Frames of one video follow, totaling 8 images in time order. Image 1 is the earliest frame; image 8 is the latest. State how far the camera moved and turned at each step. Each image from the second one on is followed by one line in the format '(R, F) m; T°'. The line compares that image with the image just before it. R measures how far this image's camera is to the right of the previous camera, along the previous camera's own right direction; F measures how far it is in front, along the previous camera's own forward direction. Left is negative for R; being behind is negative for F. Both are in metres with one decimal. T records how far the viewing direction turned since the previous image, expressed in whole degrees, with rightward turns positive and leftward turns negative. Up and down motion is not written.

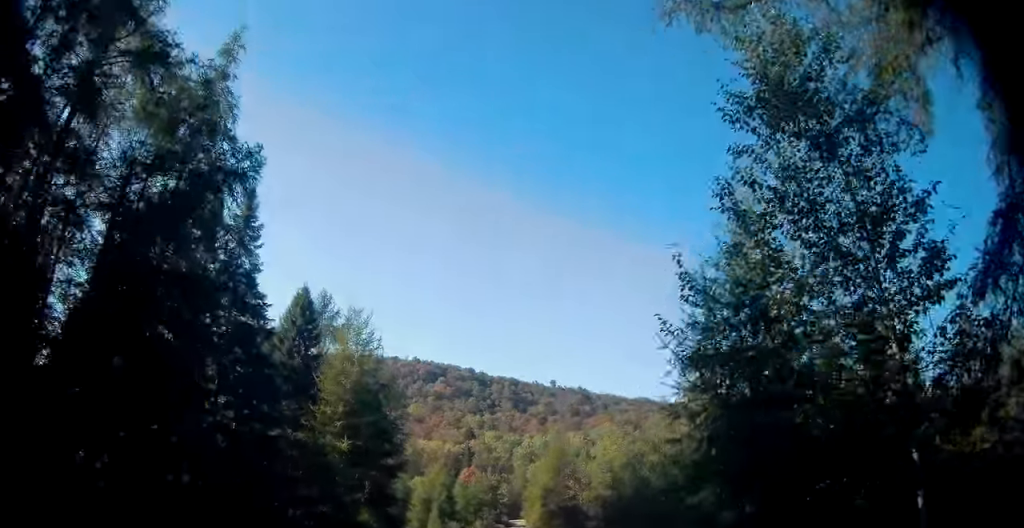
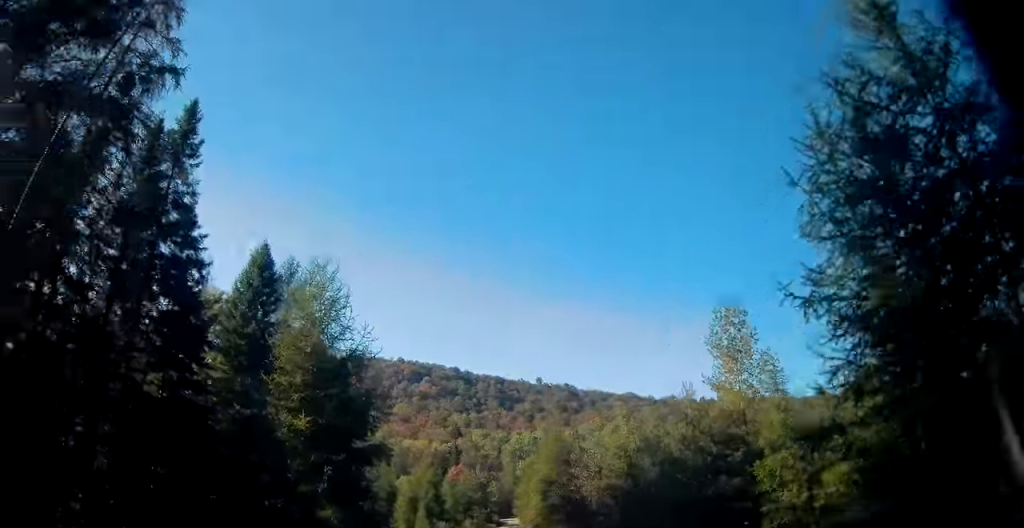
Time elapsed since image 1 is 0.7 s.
(0.0, +5.1) m; +1°
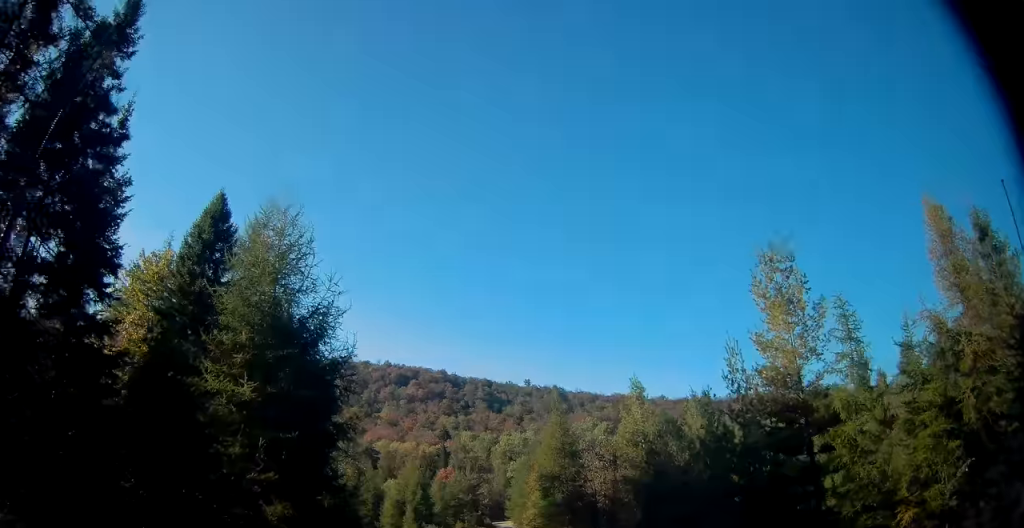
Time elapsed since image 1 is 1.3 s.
(+0.1, +4.7) m; +1°
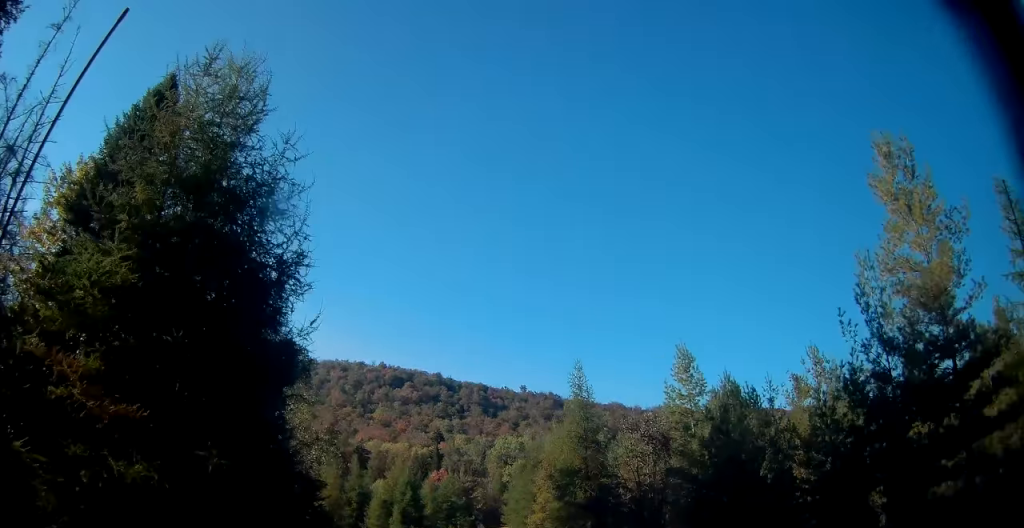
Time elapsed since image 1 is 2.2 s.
(+0.1, +6.8) m; 0°
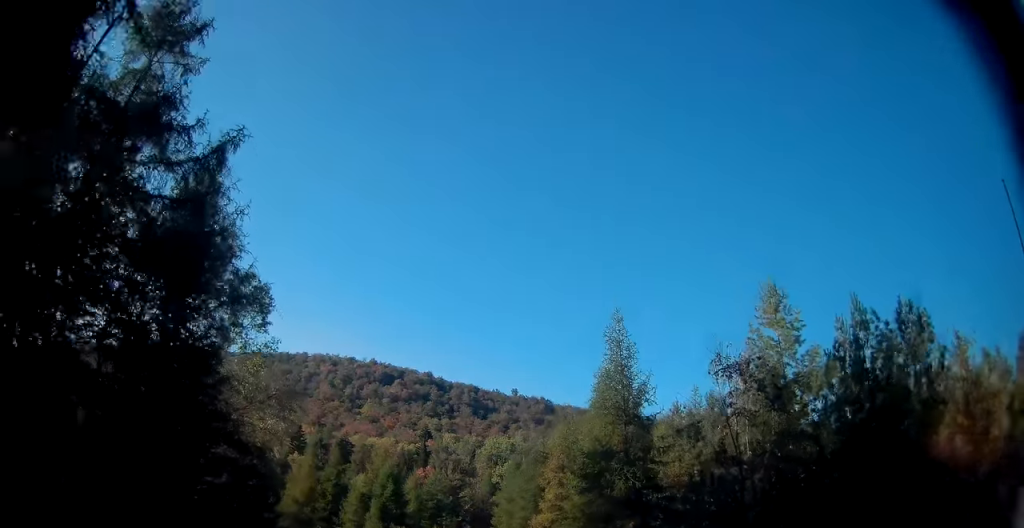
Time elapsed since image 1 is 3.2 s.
(-0.1, +7.5) m; -1°
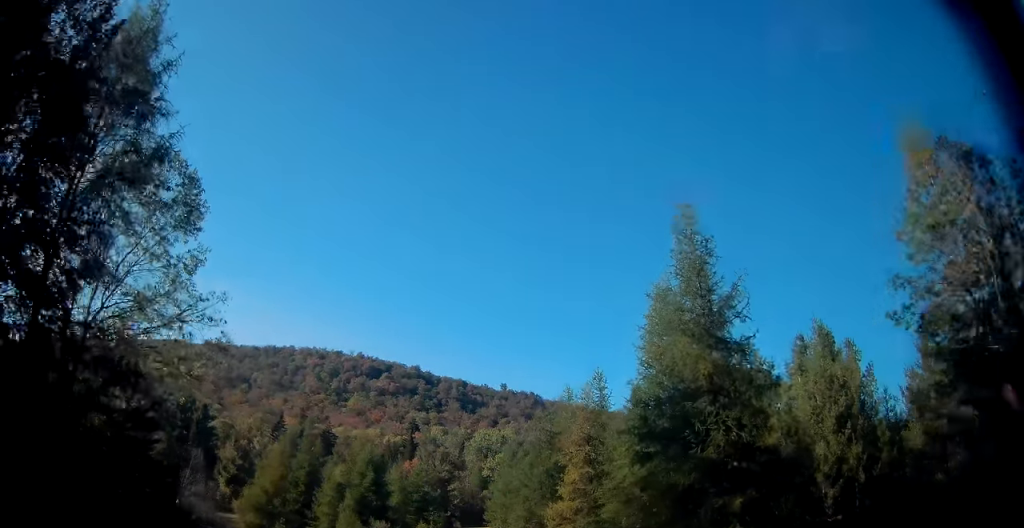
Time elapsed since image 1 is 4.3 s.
(-0.1, +7.8) m; +2°
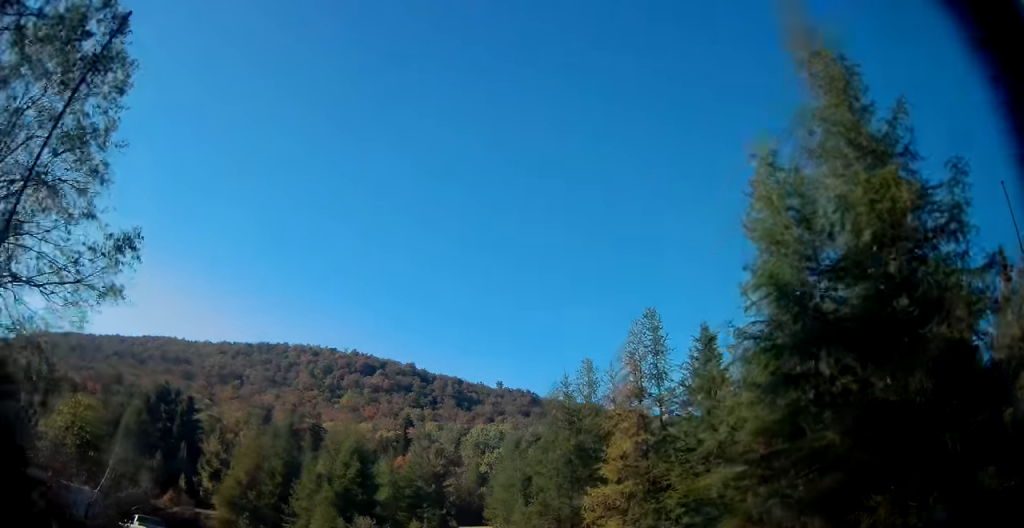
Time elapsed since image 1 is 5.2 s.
(+0.2, +6.7) m; +2°
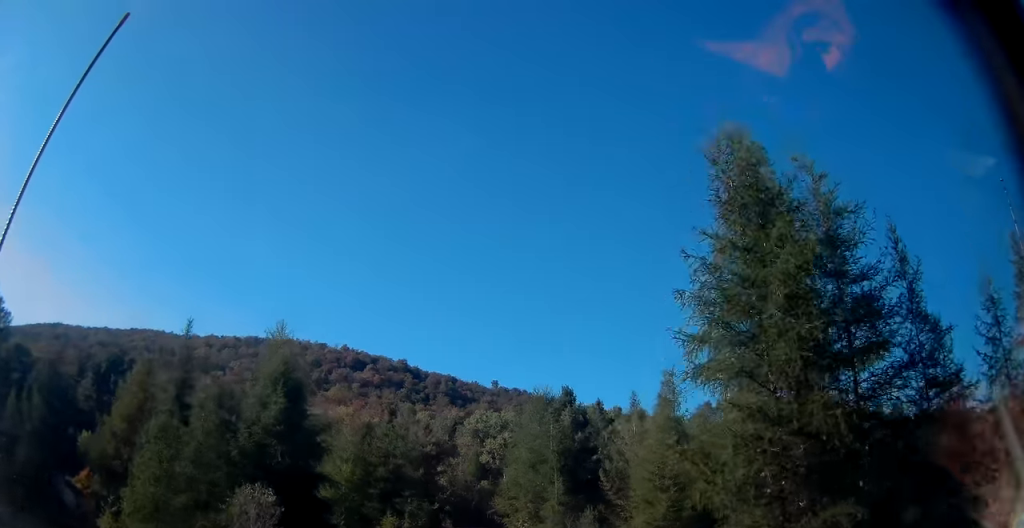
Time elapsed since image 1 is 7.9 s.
(0.0, +21.3) m; +2°
